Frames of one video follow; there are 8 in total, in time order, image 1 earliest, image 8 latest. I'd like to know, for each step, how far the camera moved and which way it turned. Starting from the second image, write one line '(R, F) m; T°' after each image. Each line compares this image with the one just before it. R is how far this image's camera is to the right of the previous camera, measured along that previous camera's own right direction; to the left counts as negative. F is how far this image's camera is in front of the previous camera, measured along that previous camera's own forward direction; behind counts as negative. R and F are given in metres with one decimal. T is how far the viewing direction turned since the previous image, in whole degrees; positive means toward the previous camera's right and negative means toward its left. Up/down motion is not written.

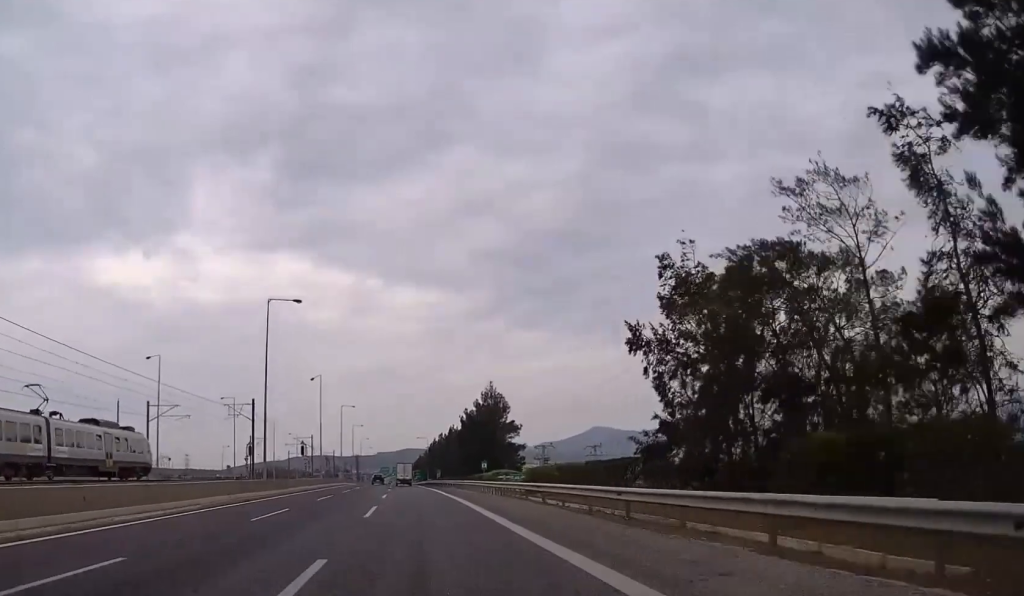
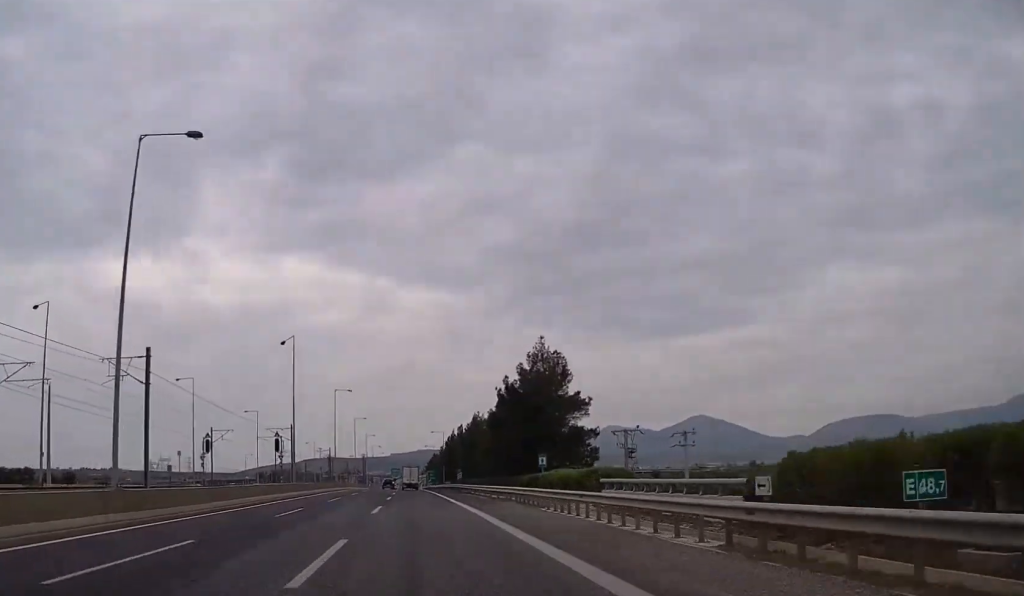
(0.0, +31.6) m; -1°
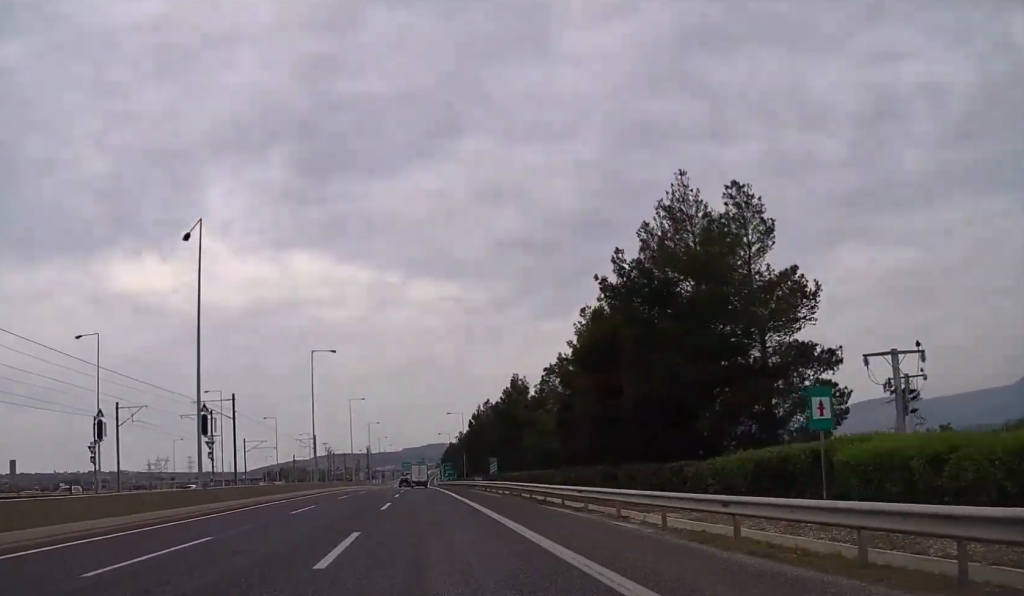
(-0.5, +34.5) m; -1°
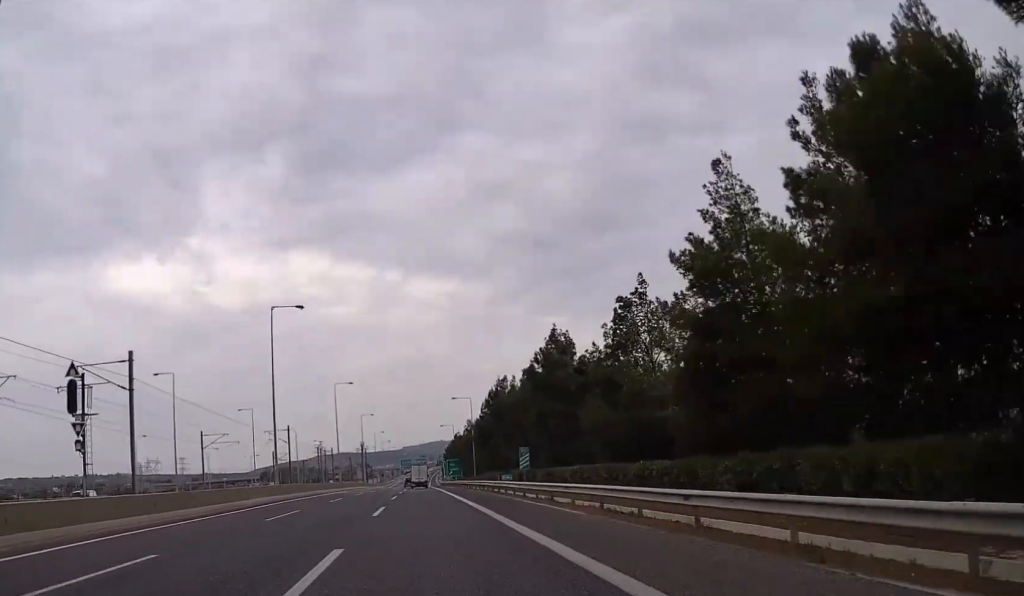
(0.0, +22.1) m; 0°
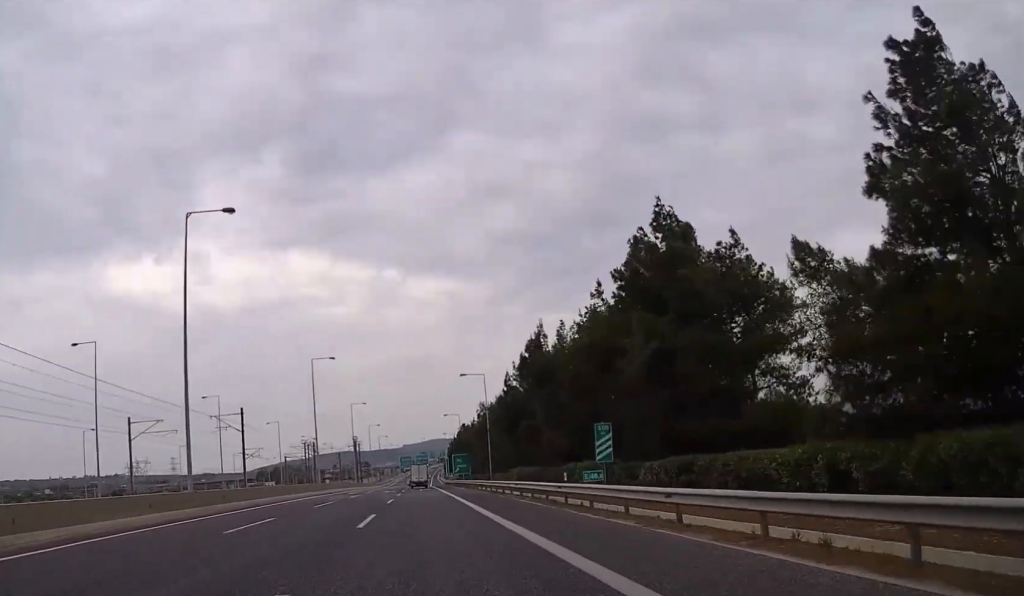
(-0.1, +23.2) m; 0°
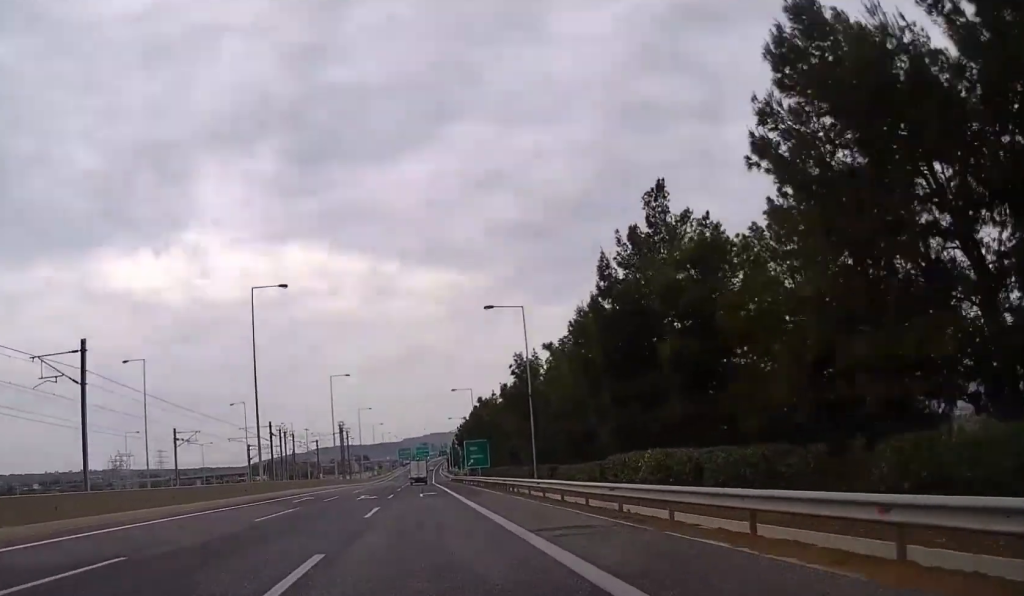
(-0.1, +31.9) m; 0°
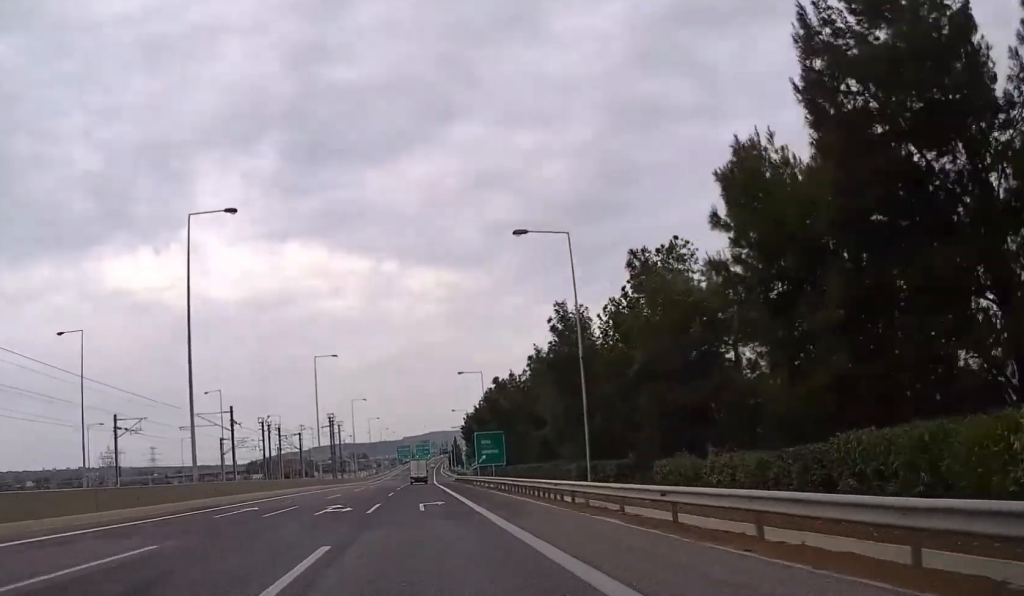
(0.0, +16.4) m; 0°
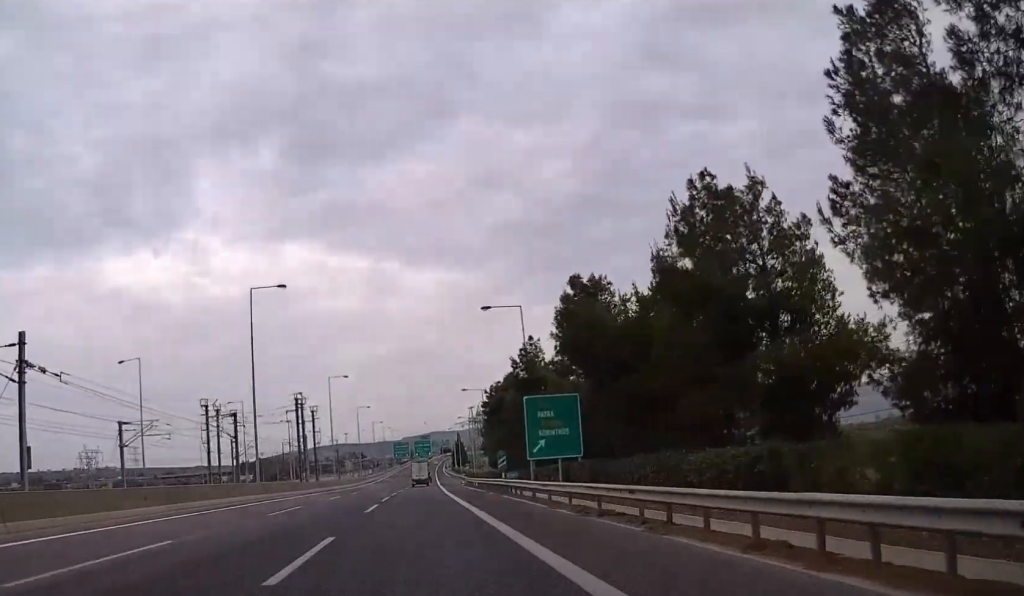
(0.0, +34.7) m; 0°
